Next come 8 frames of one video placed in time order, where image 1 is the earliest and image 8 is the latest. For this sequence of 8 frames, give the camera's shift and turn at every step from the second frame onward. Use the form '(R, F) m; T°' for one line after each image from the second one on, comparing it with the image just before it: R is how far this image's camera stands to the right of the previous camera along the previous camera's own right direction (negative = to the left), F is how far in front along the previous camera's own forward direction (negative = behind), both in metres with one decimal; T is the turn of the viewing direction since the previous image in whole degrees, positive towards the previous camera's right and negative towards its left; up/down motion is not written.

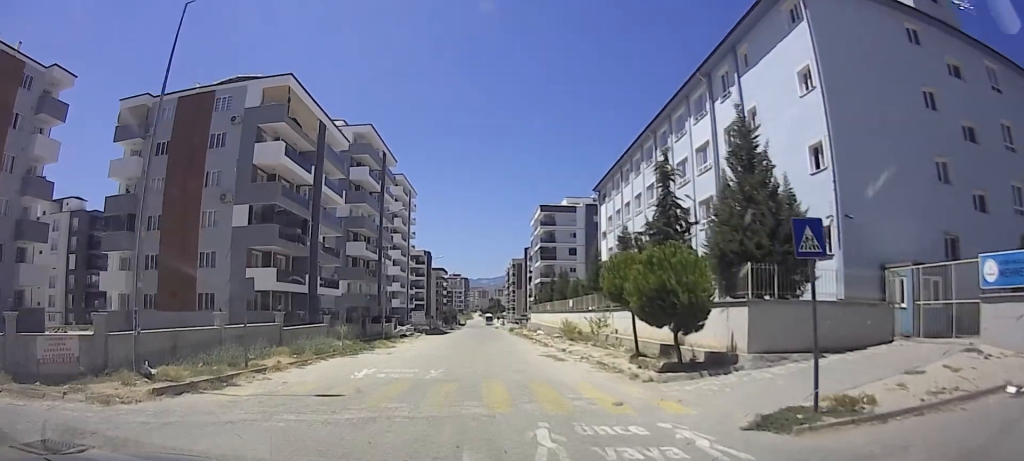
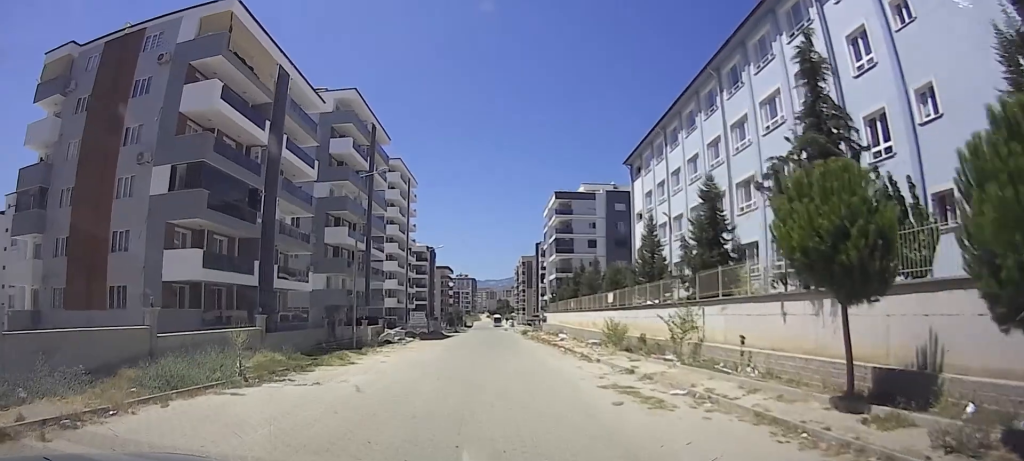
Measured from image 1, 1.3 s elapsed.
(0.0, +11.4) m; +6°
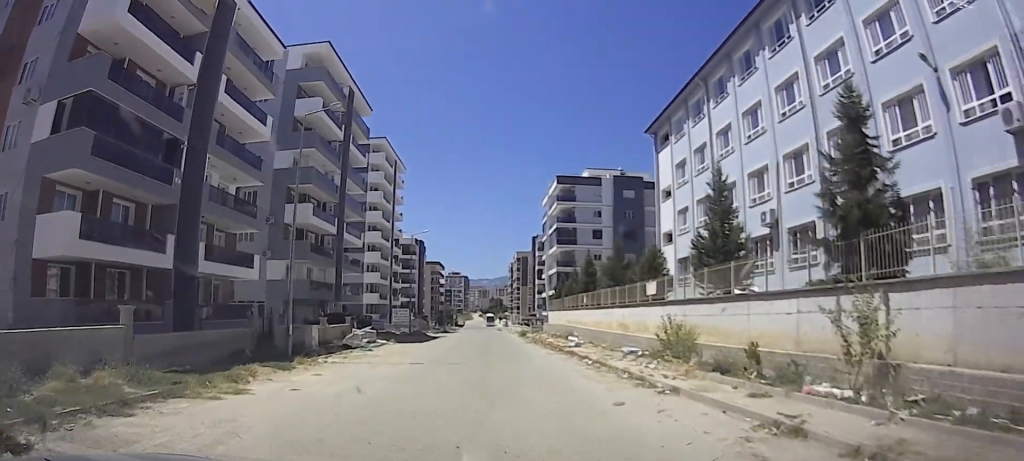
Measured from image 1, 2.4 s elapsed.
(+0.9, +8.6) m; +3°
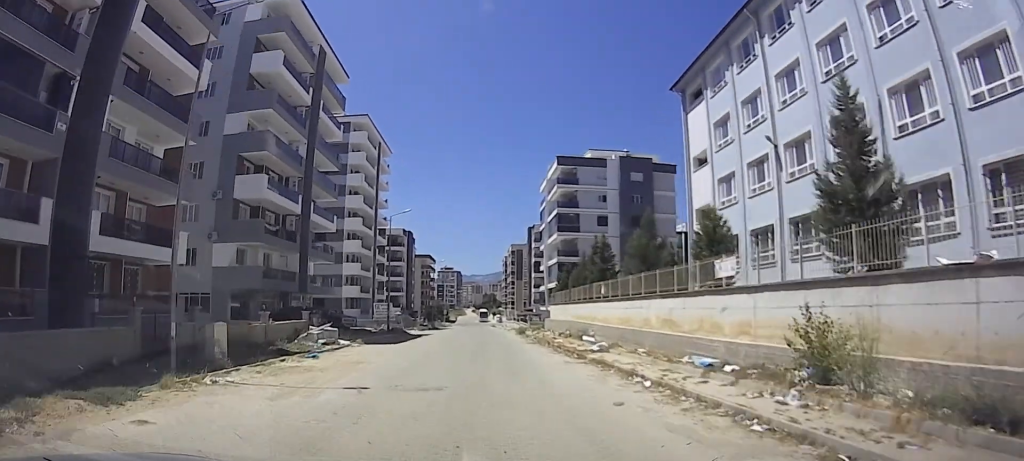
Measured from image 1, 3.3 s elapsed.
(-0.4, +7.5) m; -4°
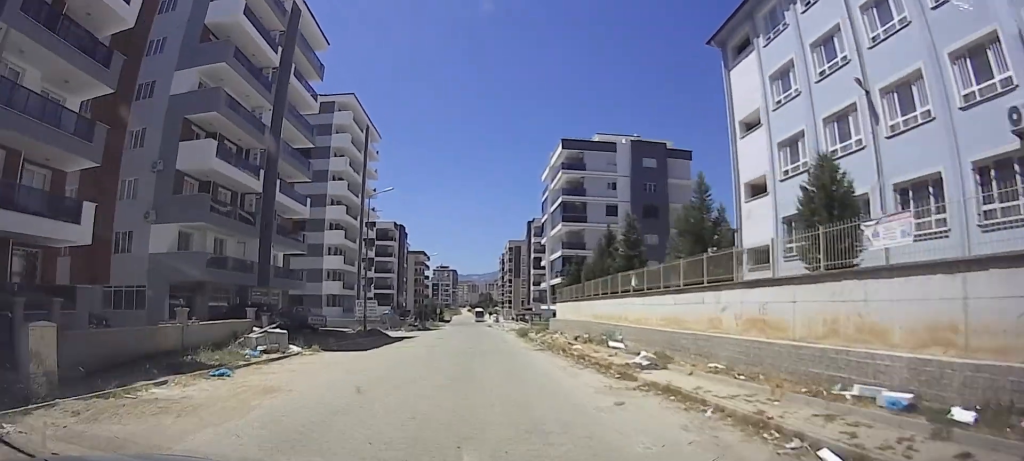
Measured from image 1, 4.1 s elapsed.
(-0.2, +6.7) m; -3°
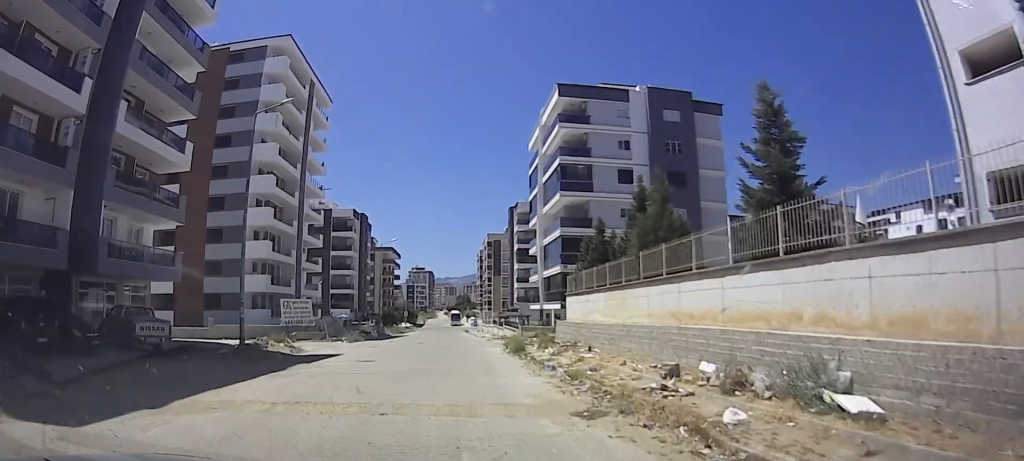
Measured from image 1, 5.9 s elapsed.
(-0.6, +15.6) m; -2°
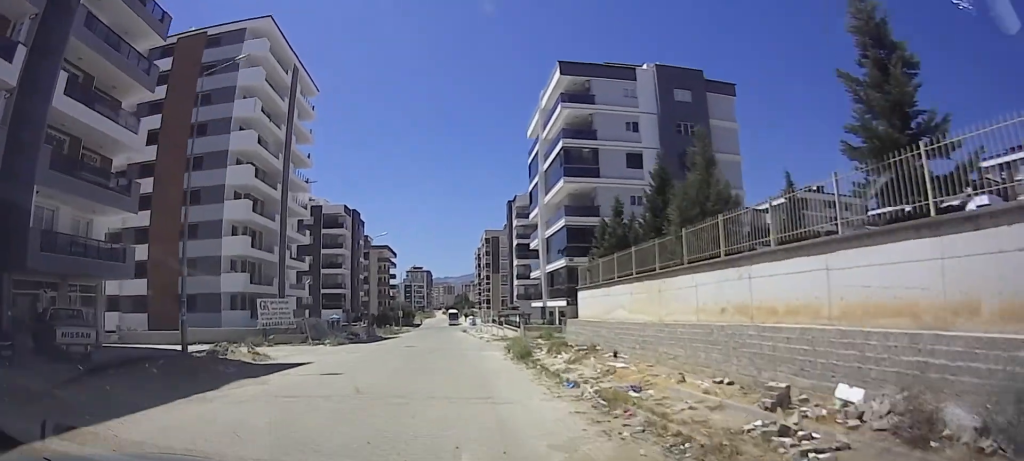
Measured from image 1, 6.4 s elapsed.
(0.0, +4.5) m; 0°
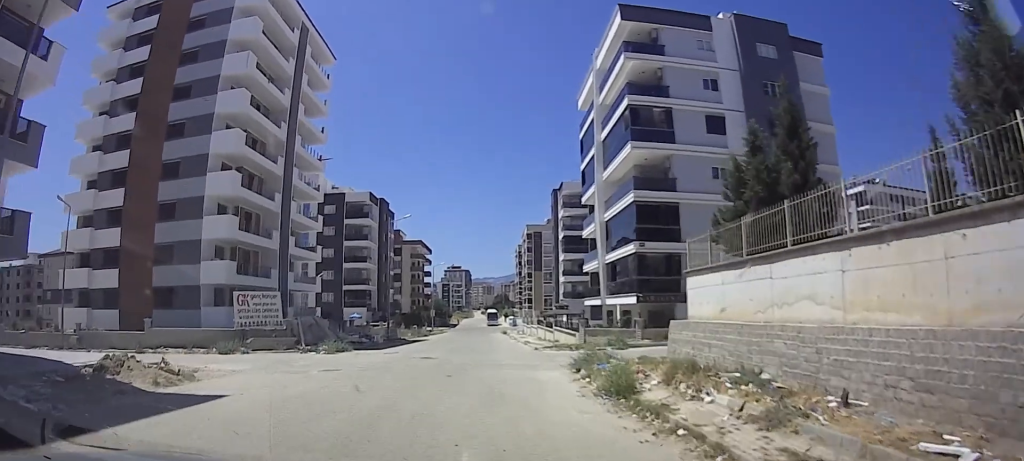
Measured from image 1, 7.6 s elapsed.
(-0.1, +10.2) m; -3°
